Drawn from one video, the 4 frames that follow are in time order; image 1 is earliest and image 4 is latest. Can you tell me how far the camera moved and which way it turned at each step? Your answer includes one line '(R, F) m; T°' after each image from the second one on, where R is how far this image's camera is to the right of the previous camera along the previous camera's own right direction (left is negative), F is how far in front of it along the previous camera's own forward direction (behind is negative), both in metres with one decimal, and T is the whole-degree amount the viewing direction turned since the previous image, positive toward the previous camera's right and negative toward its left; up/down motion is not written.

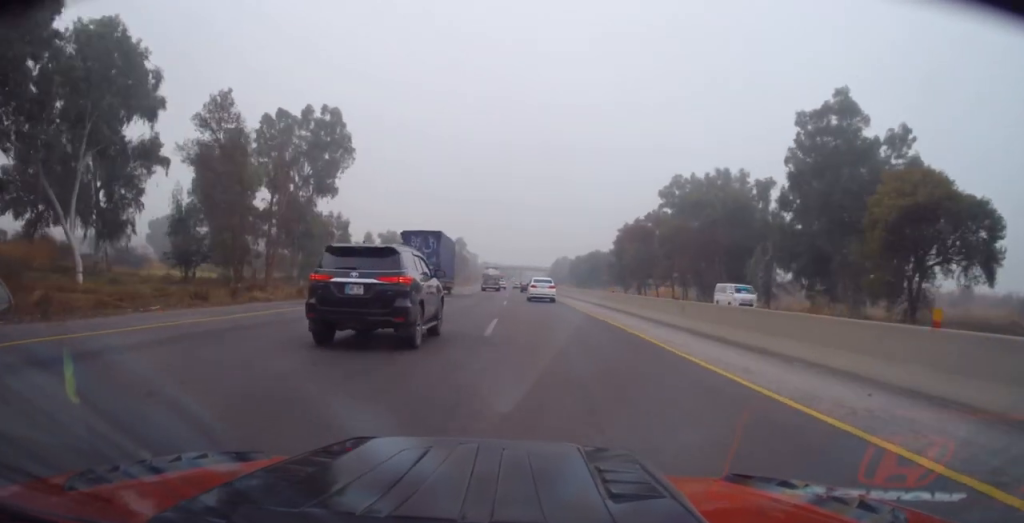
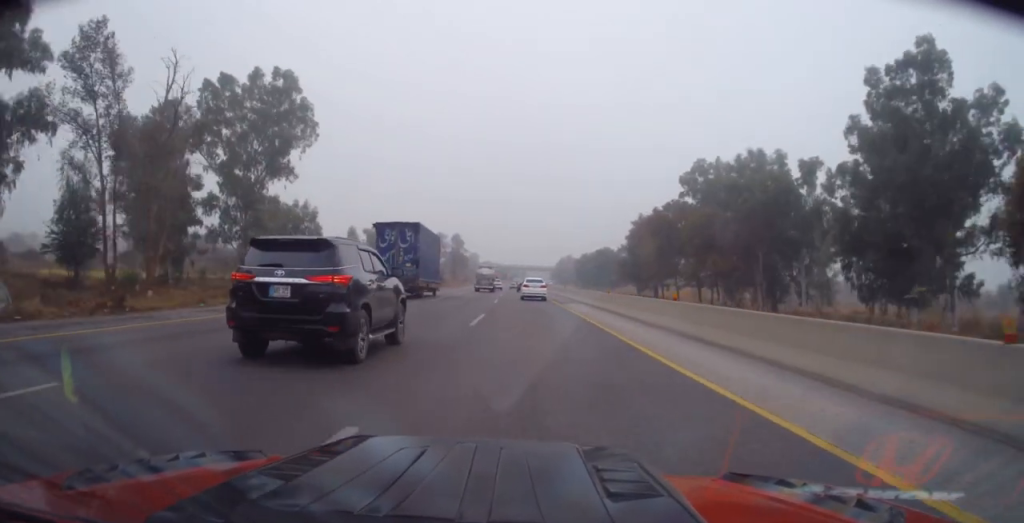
(+0.2, +15.0) m; 0°
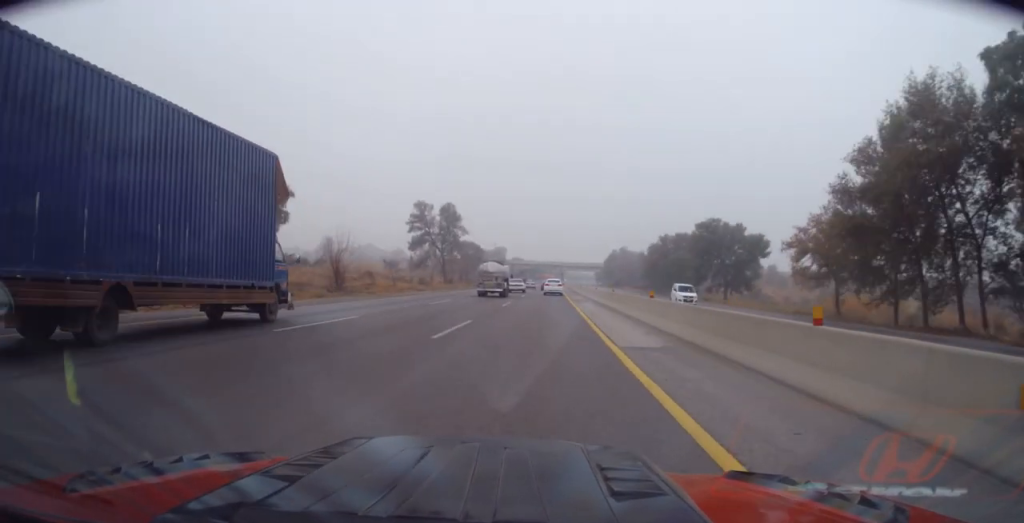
(-2.9, +75.3) m; -3°
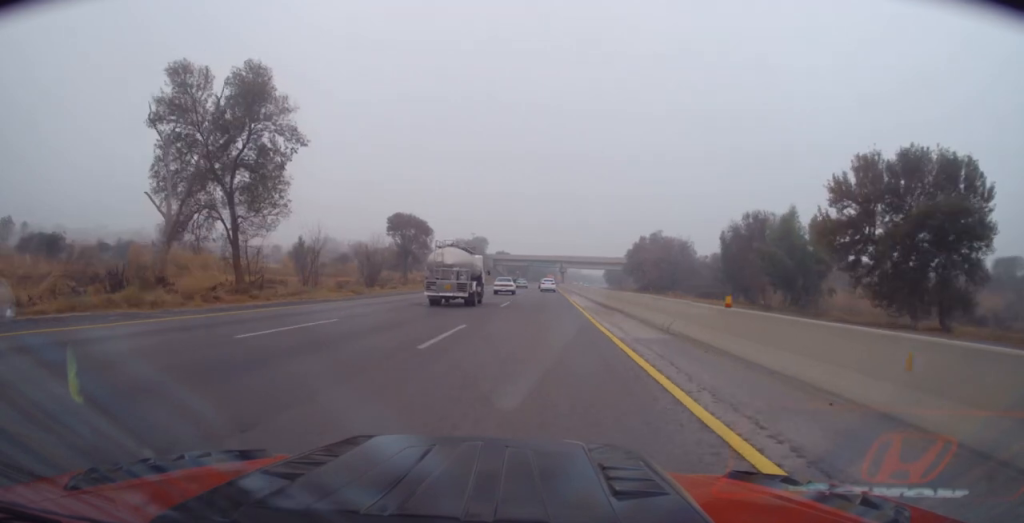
(-0.3, +74.6) m; -1°
